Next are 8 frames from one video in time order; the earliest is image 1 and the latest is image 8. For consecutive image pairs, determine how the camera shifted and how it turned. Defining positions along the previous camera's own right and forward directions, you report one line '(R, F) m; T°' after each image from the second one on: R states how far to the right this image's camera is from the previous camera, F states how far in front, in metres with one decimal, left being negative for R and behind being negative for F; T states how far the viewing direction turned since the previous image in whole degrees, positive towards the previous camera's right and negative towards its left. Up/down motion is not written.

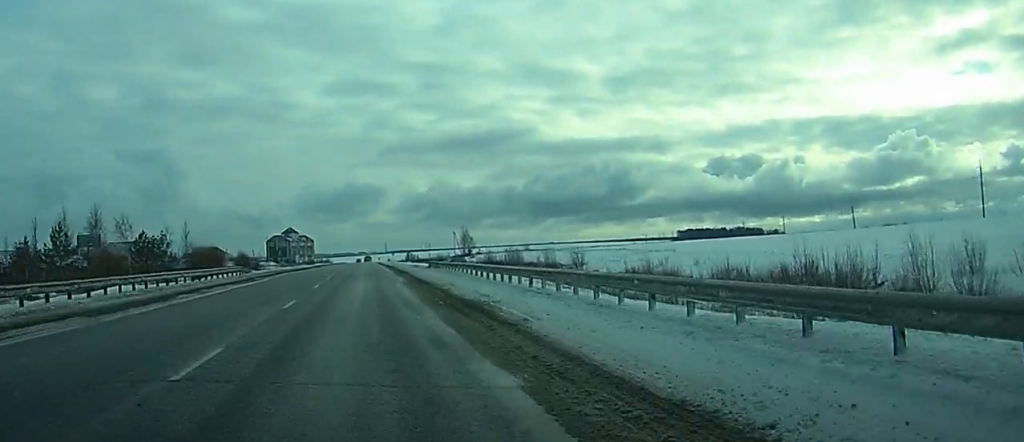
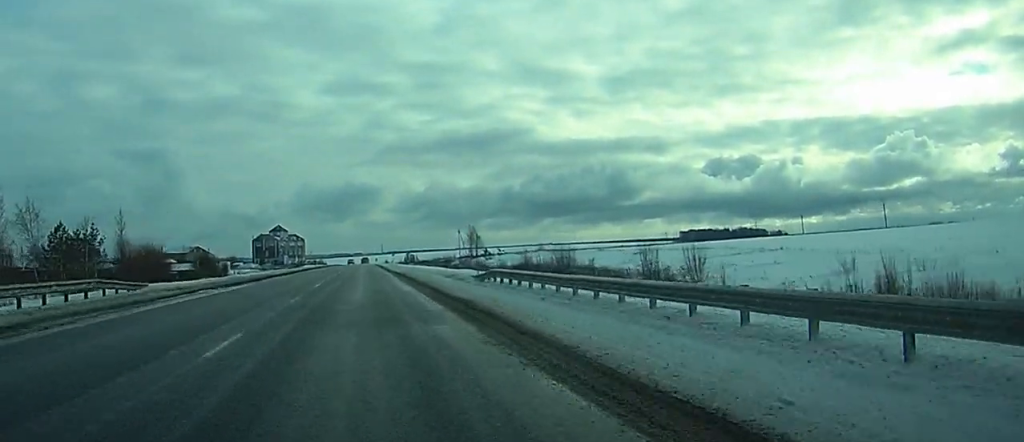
(+0.4, +34.6) m; +1°
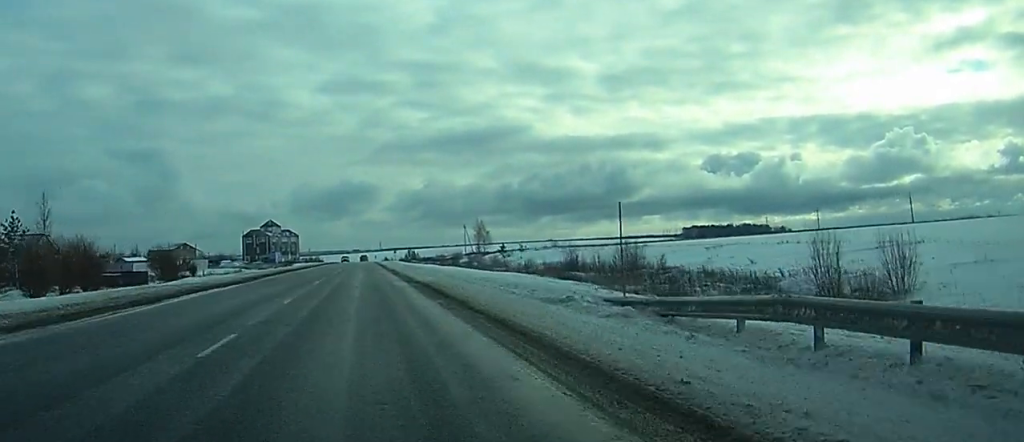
(0.0, +24.6) m; 0°
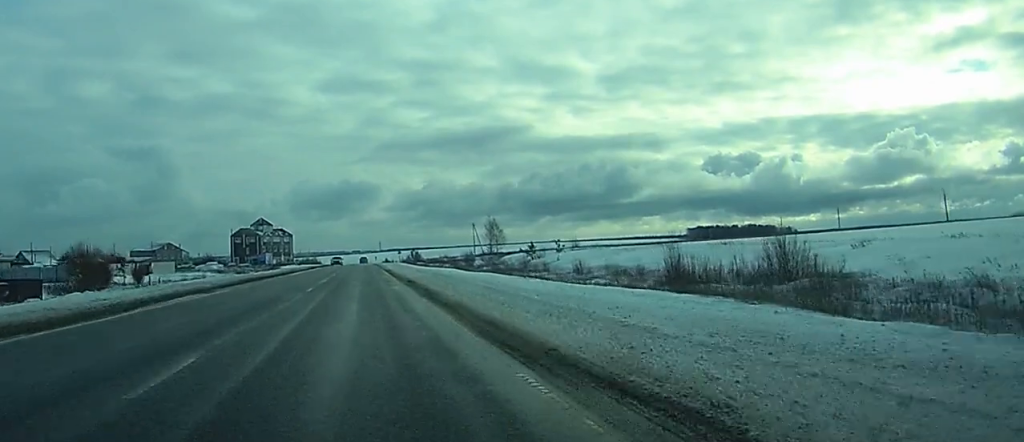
(+0.1, +27.7) m; 0°
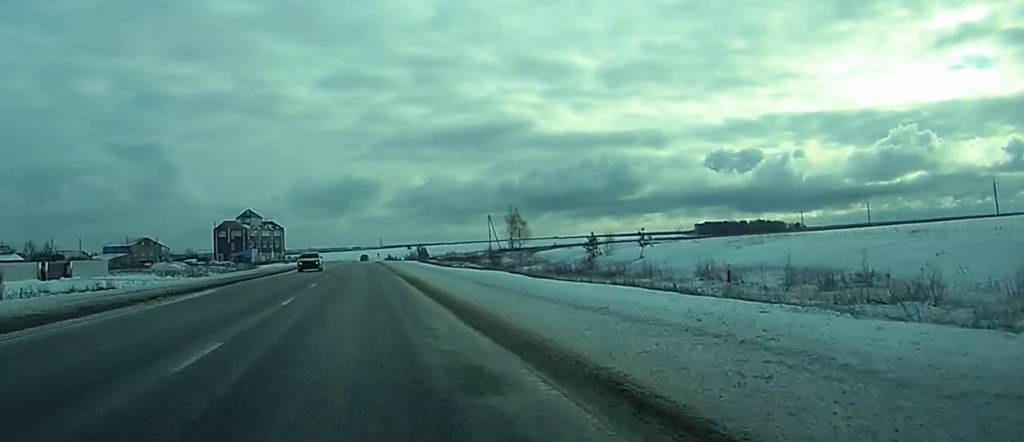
(+0.1, +34.9) m; 0°
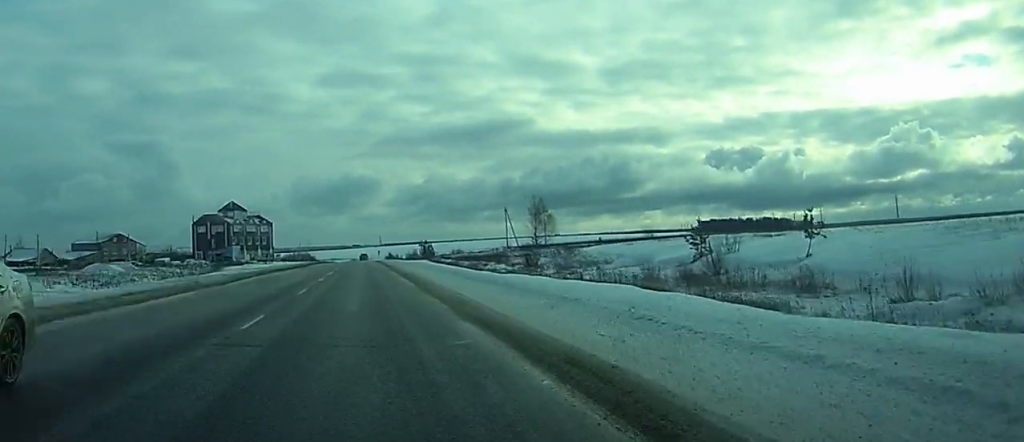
(+0.1, +31.8) m; +1°
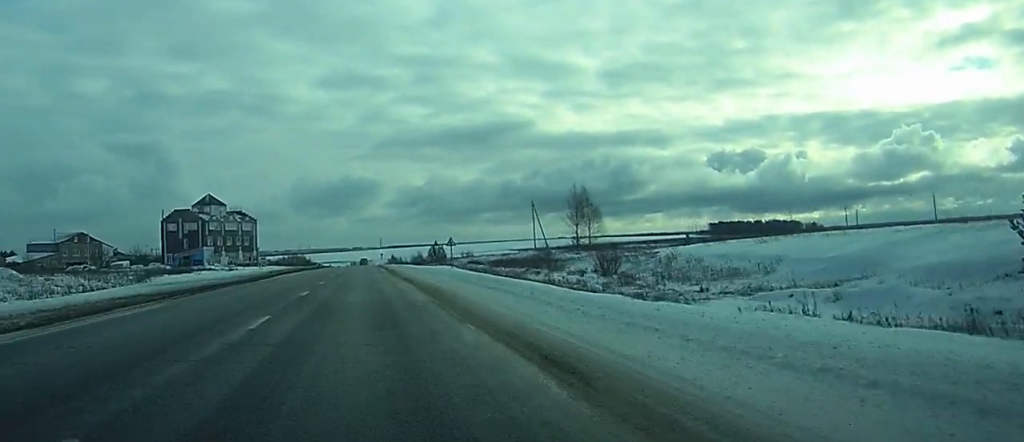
(+0.2, +35.9) m; -1°
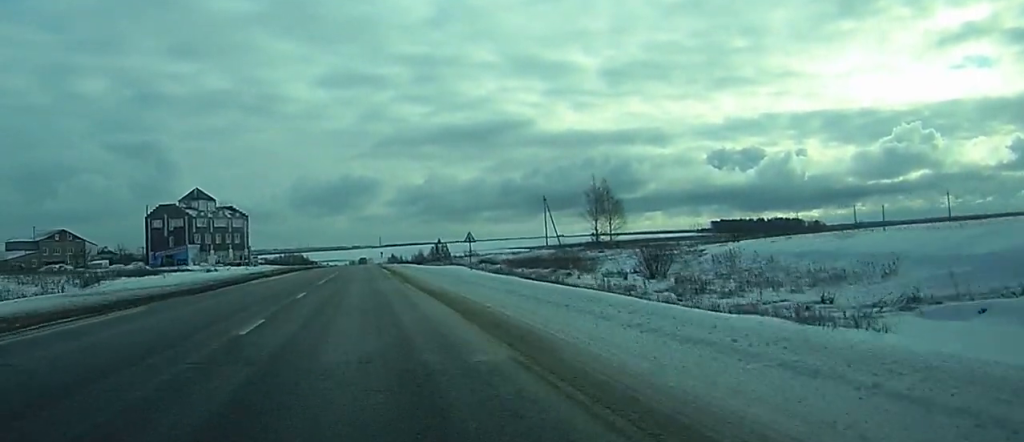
(-0.5, +13.3) m; -1°
